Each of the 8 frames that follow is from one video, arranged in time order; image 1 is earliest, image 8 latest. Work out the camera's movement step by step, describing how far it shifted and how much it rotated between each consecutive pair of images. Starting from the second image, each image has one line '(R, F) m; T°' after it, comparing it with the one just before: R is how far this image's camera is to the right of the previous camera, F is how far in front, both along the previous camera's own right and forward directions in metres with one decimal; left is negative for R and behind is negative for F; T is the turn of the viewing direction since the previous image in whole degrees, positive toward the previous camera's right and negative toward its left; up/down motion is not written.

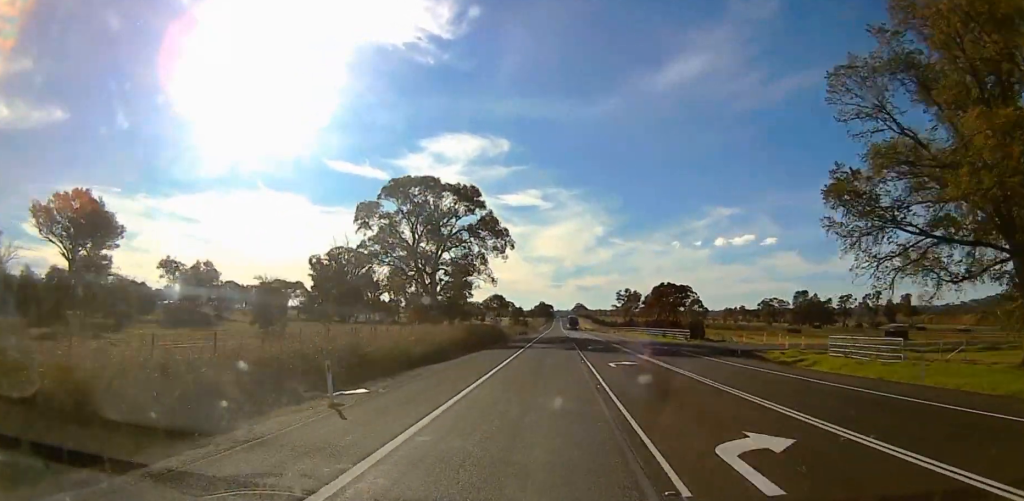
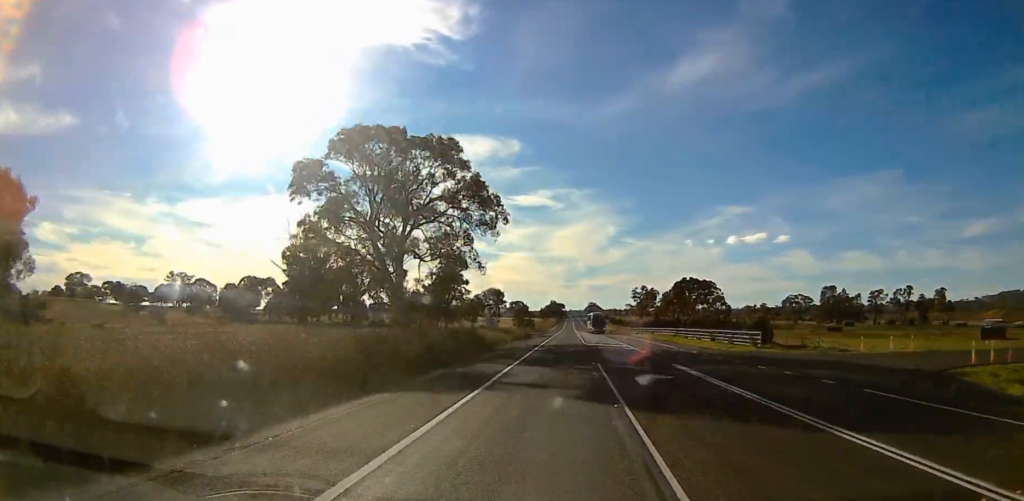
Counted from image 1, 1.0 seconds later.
(0.0, +27.4) m; -2°
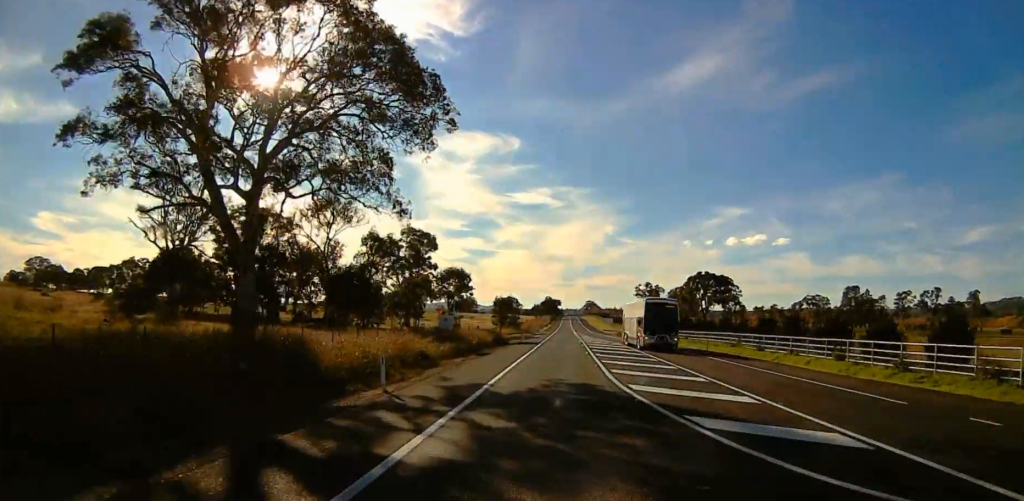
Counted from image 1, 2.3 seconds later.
(-1.2, +36.5) m; -2°
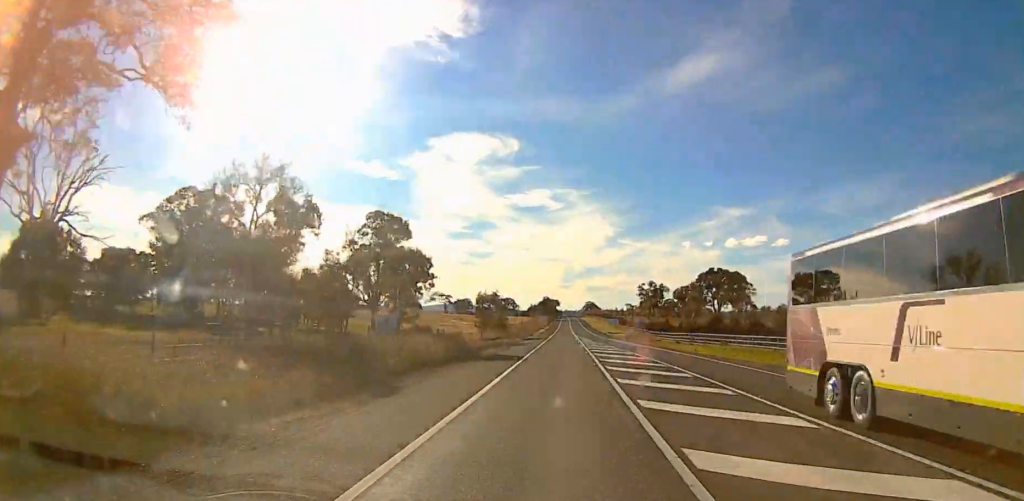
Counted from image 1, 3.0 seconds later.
(0.0, +21.6) m; 0°
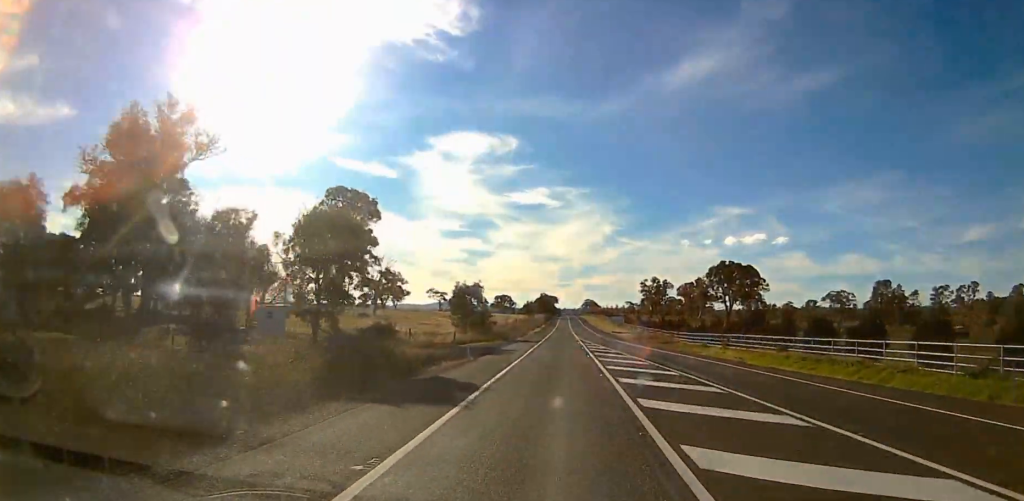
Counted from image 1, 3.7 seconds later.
(0.0, +18.0) m; +1°
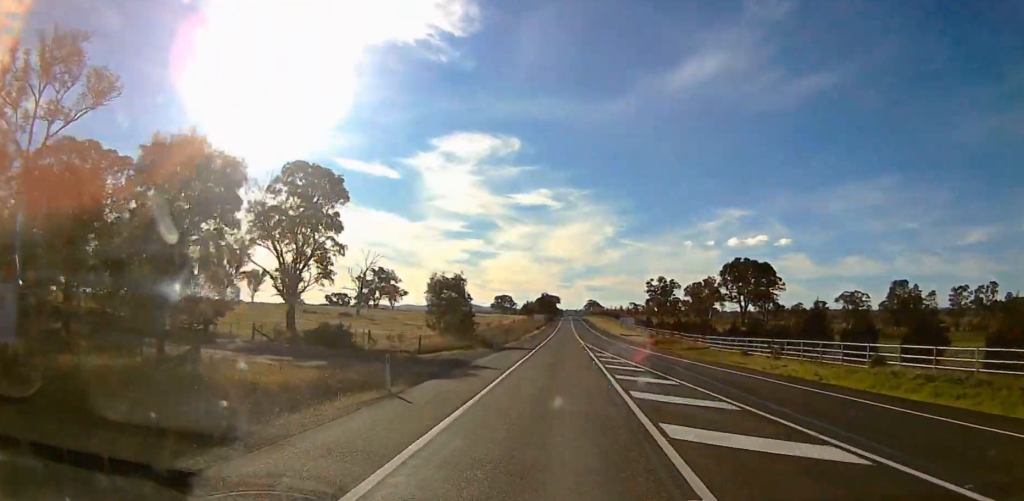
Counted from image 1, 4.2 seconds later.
(-0.1, +15.2) m; +1°
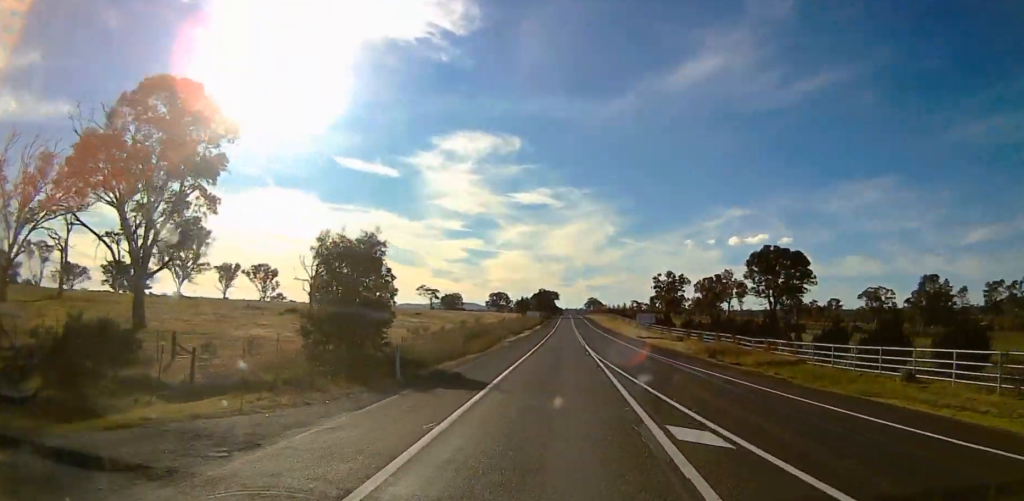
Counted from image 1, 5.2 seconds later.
(+0.7, +28.4) m; +1°
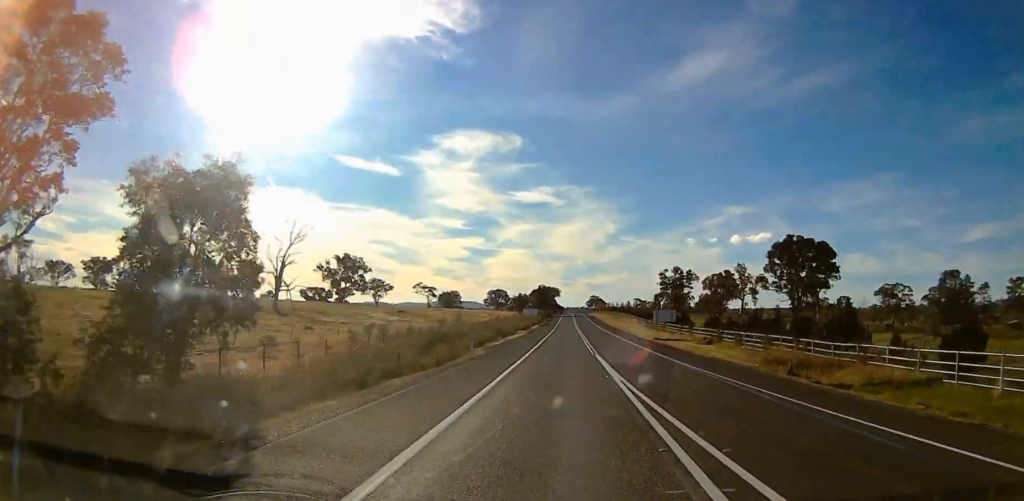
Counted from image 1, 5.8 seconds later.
(+0.1, +16.1) m; -2°
